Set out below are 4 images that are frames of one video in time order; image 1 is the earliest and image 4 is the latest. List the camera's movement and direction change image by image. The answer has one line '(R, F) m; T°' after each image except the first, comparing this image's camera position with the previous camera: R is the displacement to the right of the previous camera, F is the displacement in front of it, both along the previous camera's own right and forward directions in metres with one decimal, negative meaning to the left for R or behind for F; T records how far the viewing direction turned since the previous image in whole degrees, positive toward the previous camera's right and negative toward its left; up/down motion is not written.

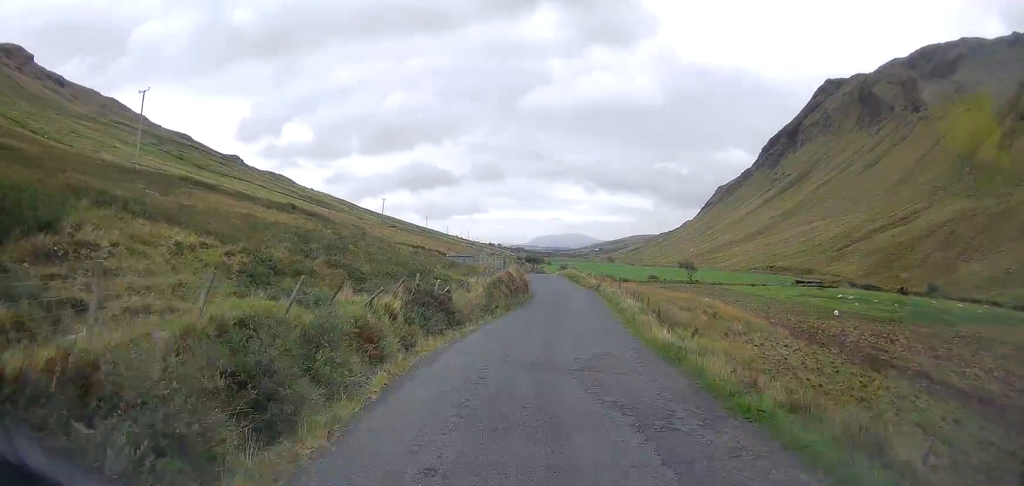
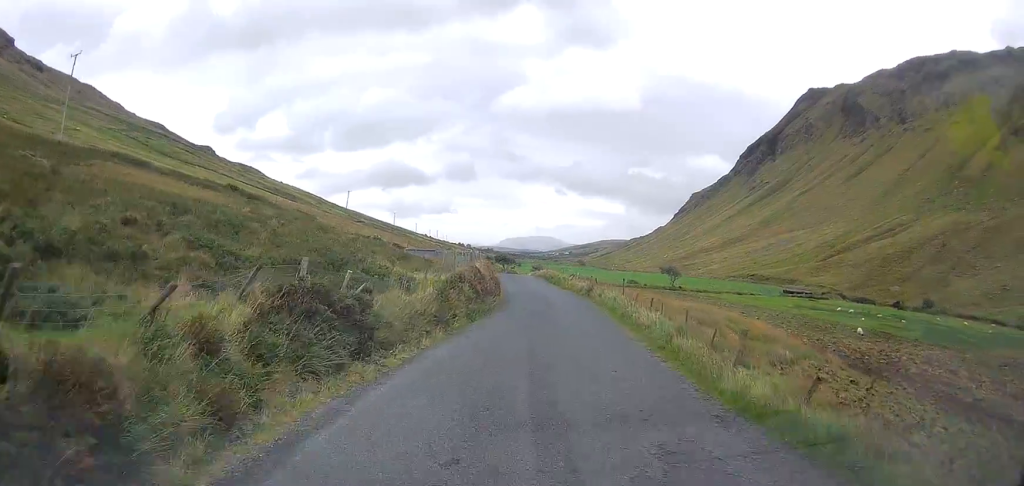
(0.0, +9.3) m; +2°
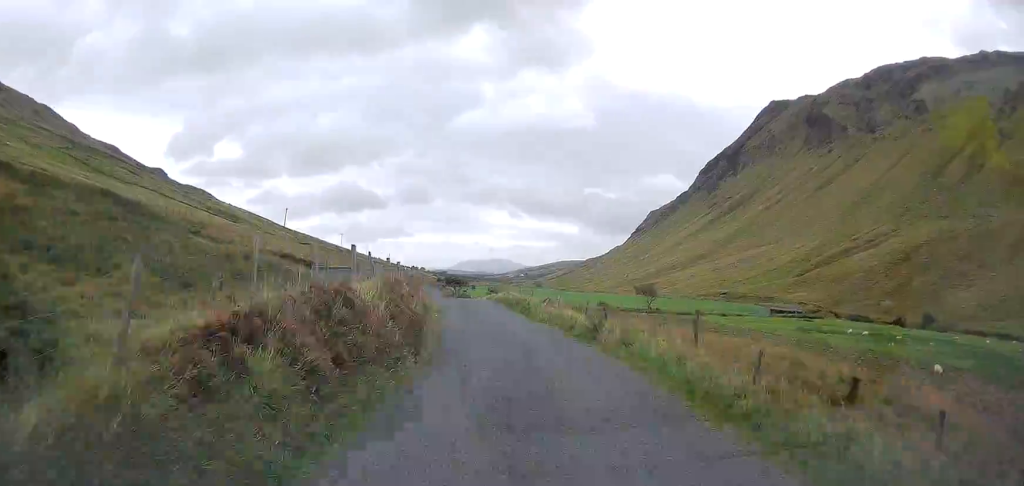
(+0.5, +15.2) m; +2°
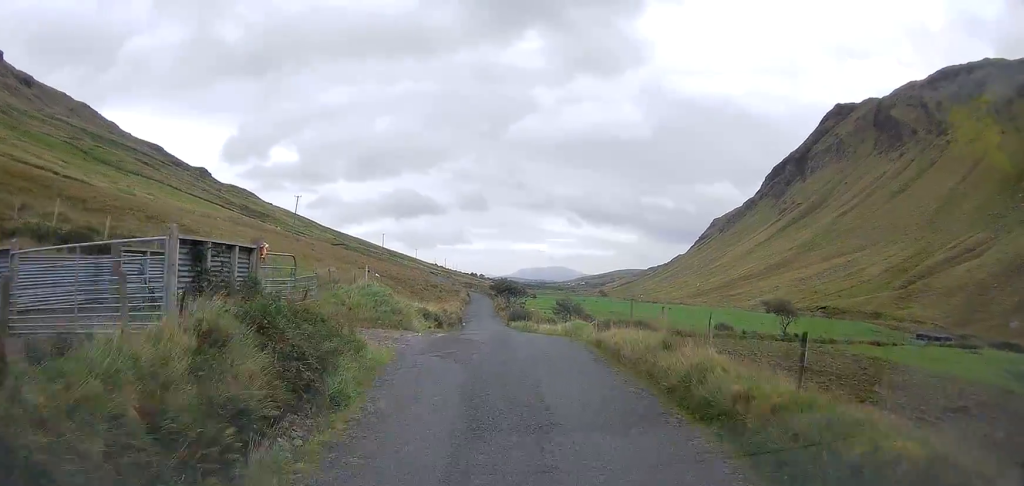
(-0.4, +33.5) m; -2°
